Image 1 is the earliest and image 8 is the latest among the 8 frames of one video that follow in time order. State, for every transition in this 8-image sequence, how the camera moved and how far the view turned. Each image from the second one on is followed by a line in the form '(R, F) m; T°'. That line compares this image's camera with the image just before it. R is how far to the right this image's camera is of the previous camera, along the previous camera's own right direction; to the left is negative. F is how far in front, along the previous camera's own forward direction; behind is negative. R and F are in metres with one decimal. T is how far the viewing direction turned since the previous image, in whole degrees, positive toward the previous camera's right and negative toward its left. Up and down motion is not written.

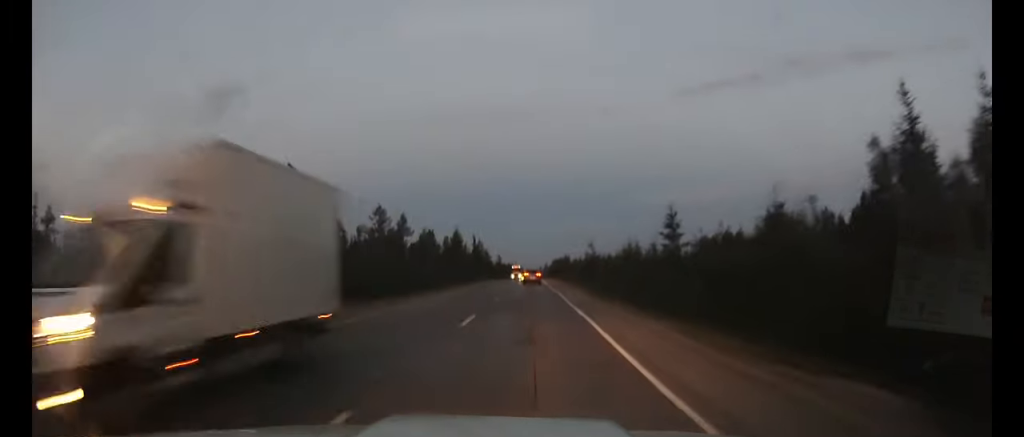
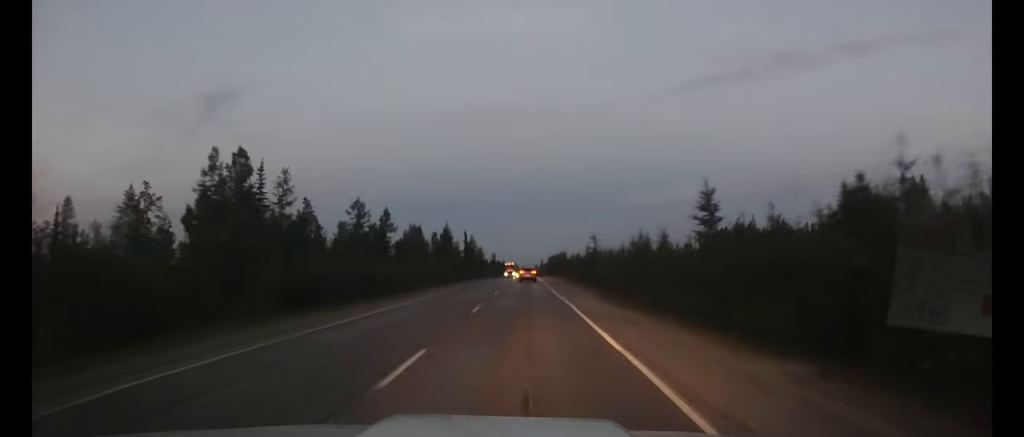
(0.0, +8.2) m; 0°
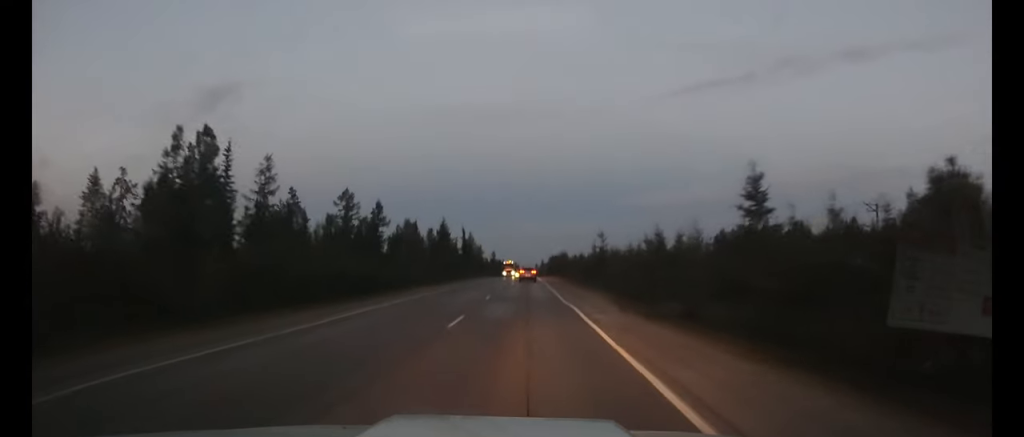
(0.0, +5.6) m; 0°
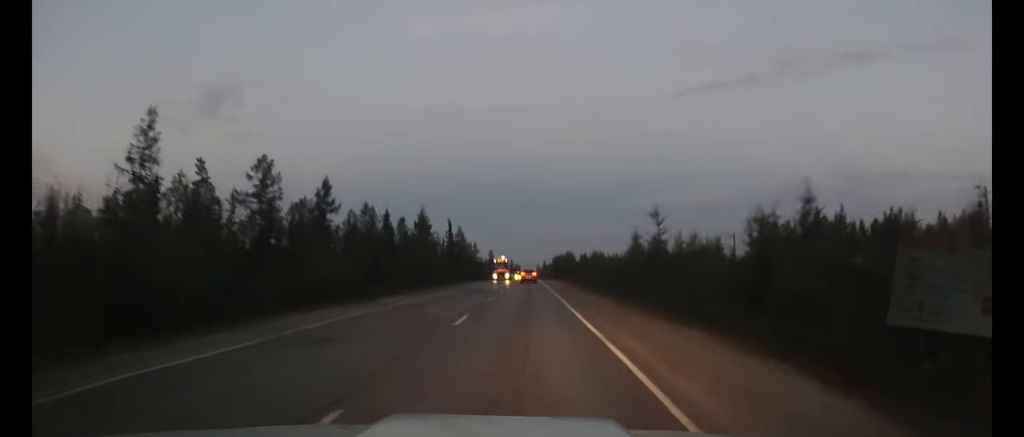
(0.0, +22.9) m; 0°
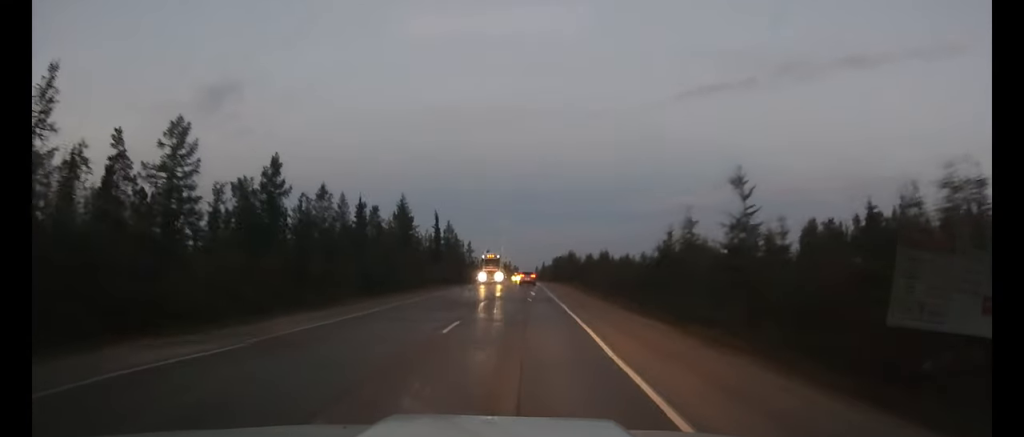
(0.0, +13.1) m; 0°
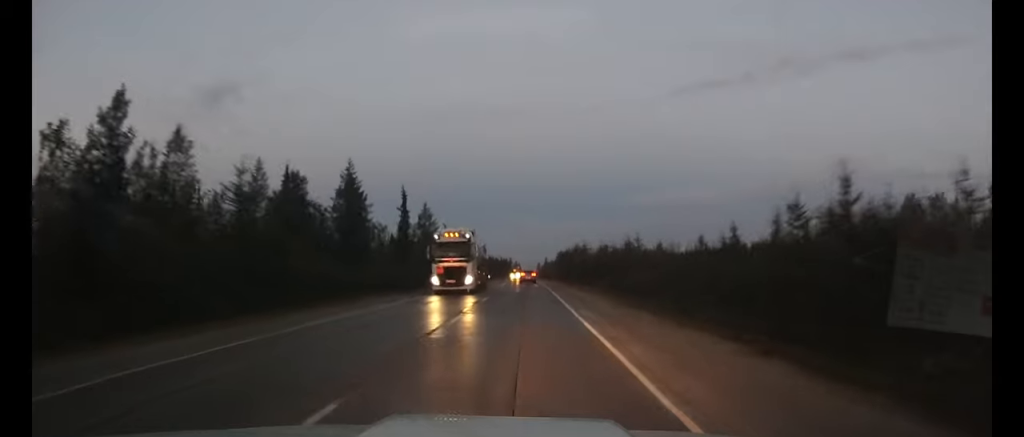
(0.0, +23.0) m; 0°
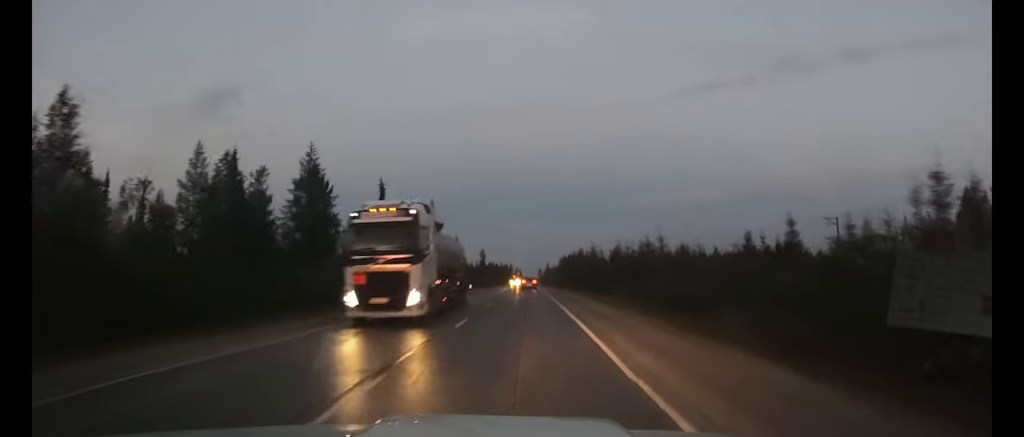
(0.0, +9.9) m; 0°
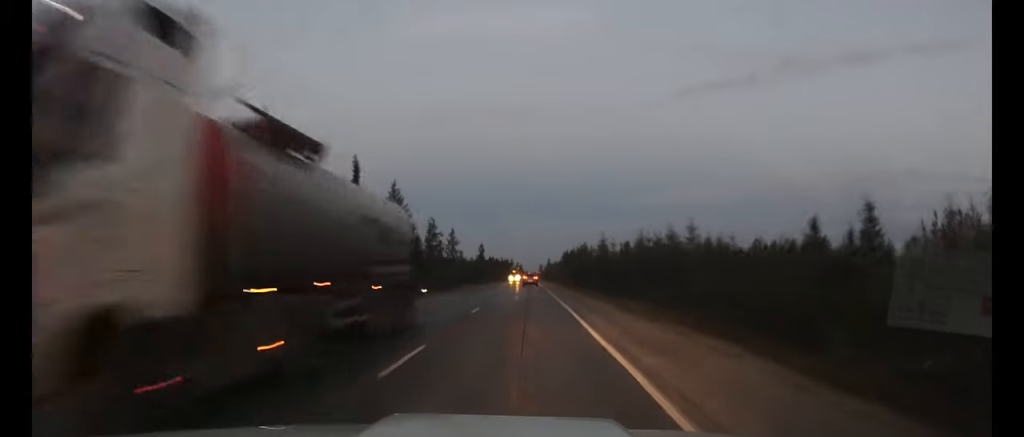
(0.0, +8.6) m; 0°
